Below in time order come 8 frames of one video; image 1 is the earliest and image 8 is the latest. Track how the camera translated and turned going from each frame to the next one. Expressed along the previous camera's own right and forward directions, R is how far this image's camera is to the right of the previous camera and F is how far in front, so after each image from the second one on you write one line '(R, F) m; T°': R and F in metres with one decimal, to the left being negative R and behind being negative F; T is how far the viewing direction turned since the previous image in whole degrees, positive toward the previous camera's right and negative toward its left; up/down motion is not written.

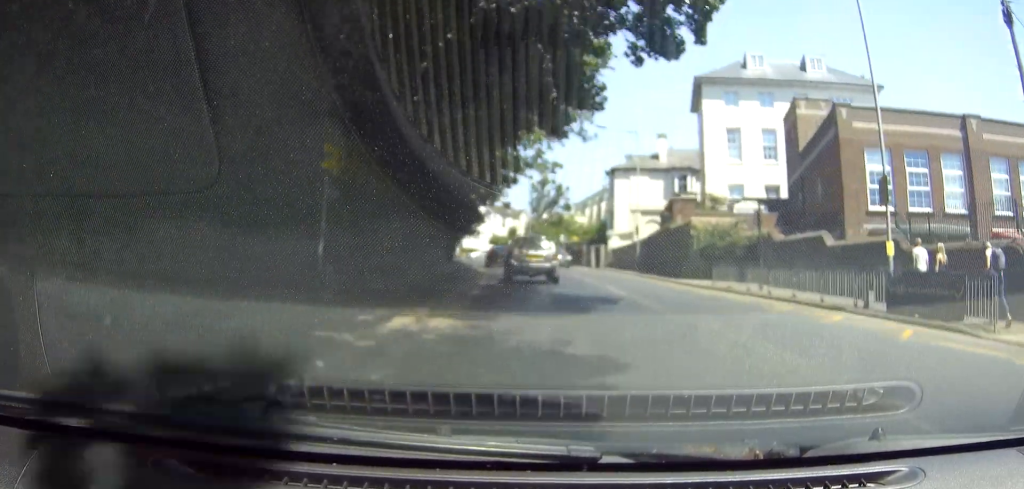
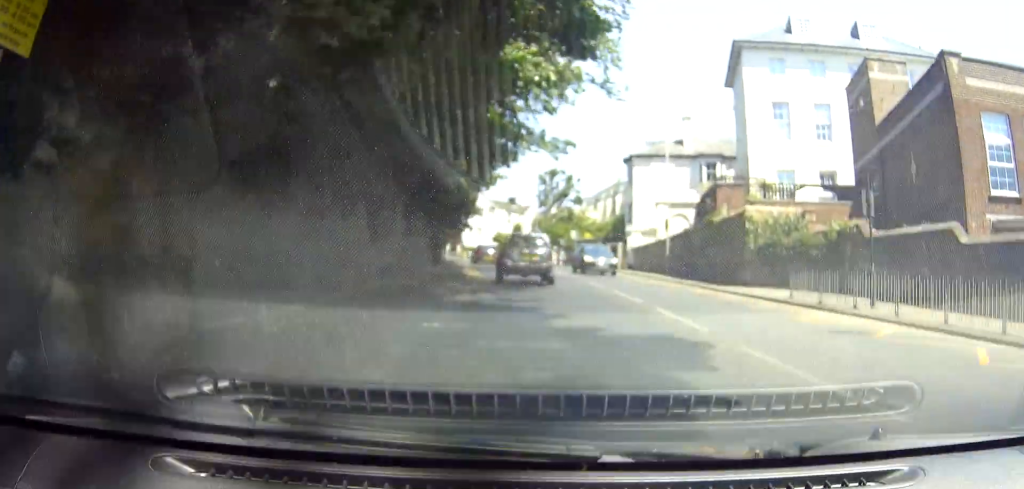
(0.0, +8.6) m; -2°
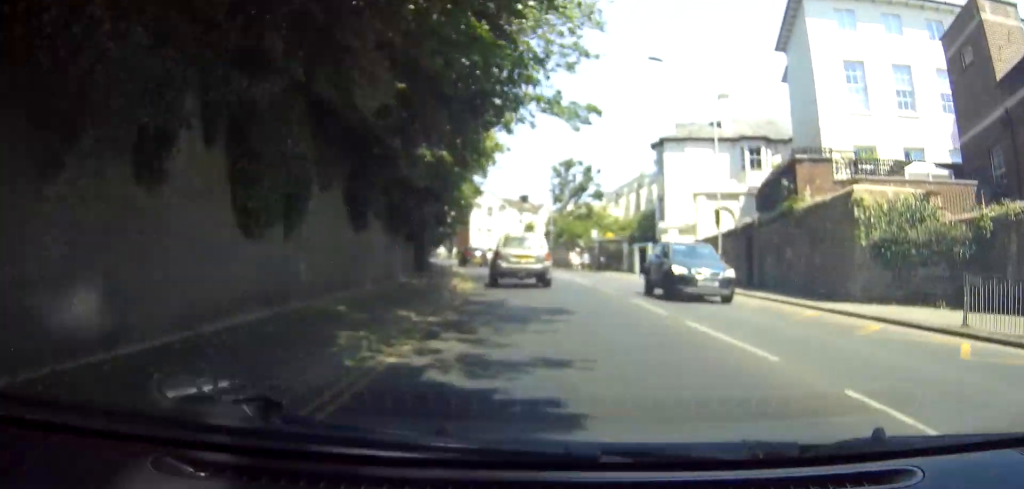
(-0.4, +9.0) m; -2°
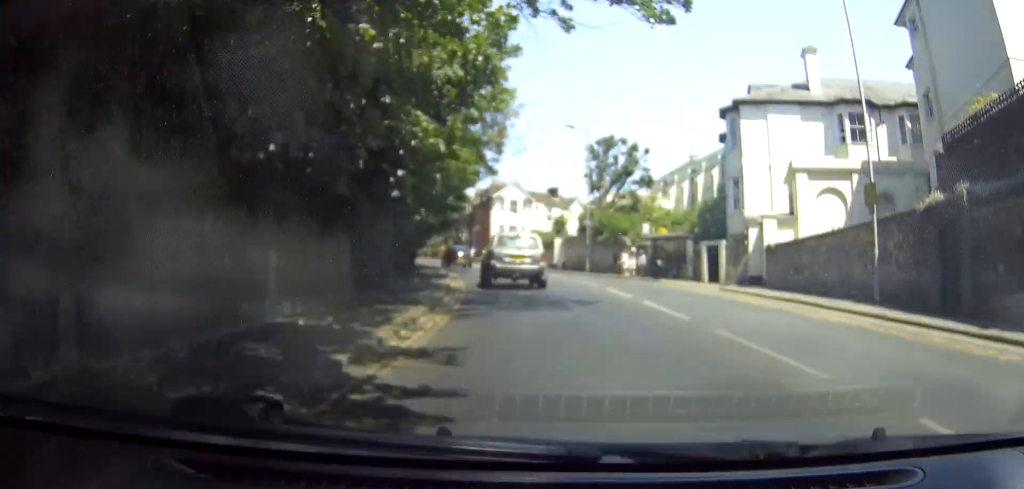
(-0.1, +13.3) m; 0°
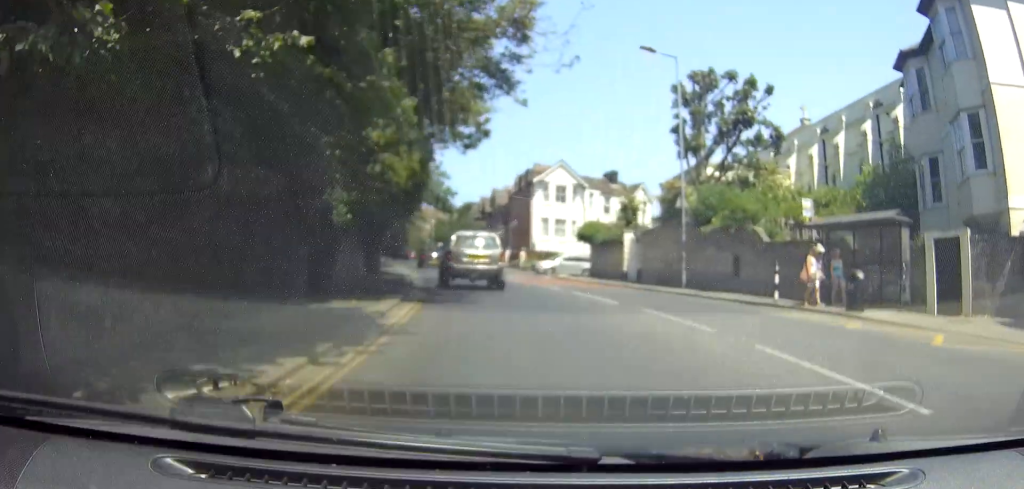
(-0.5, +19.6) m; -5°
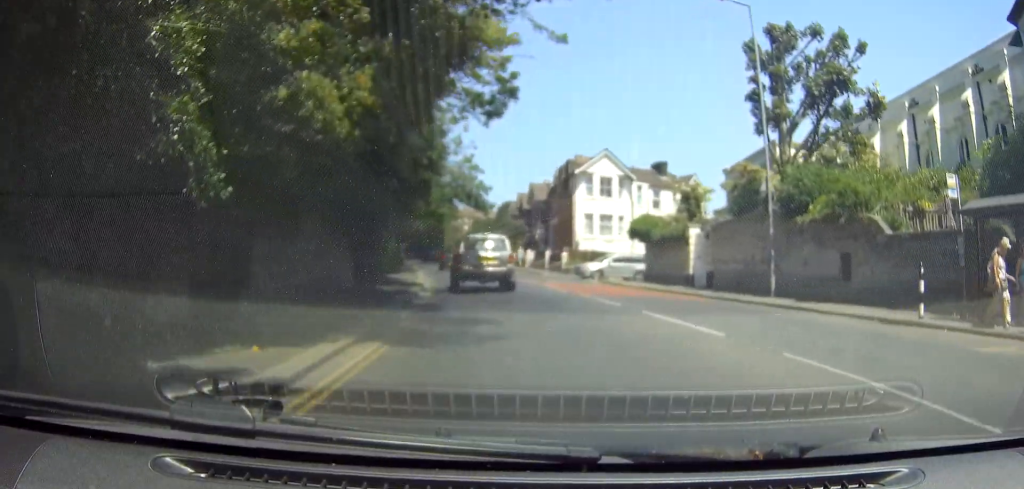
(-0.1, +6.6) m; -3°
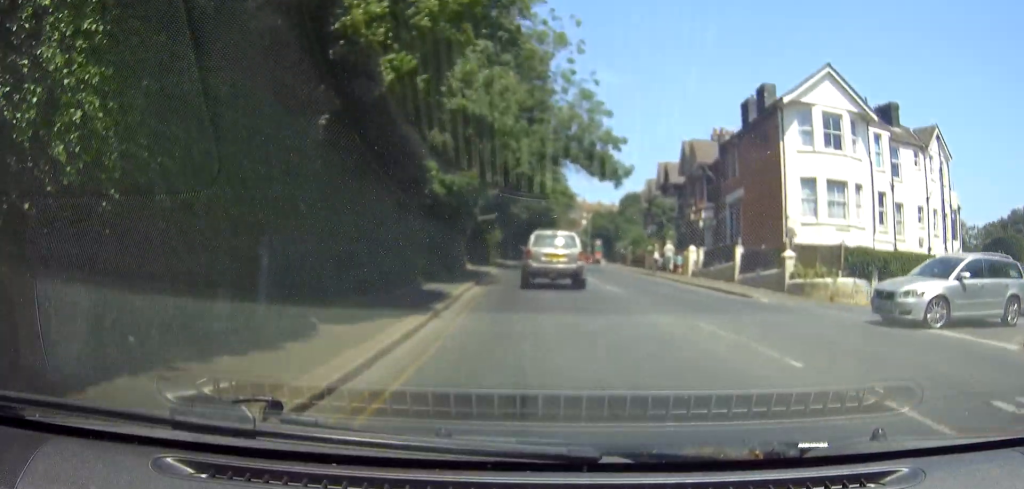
(-2.5, +26.1) m; -9°
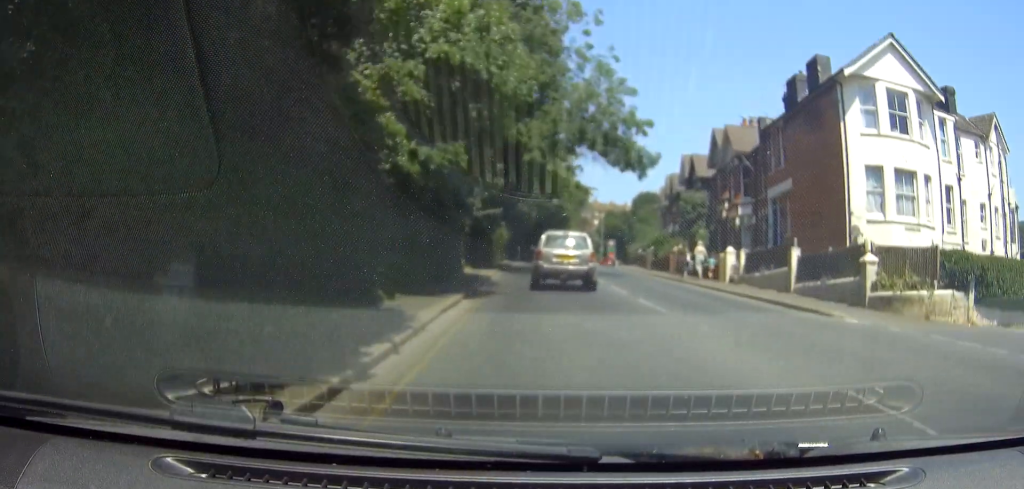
(-0.1, +5.5) m; -1°
